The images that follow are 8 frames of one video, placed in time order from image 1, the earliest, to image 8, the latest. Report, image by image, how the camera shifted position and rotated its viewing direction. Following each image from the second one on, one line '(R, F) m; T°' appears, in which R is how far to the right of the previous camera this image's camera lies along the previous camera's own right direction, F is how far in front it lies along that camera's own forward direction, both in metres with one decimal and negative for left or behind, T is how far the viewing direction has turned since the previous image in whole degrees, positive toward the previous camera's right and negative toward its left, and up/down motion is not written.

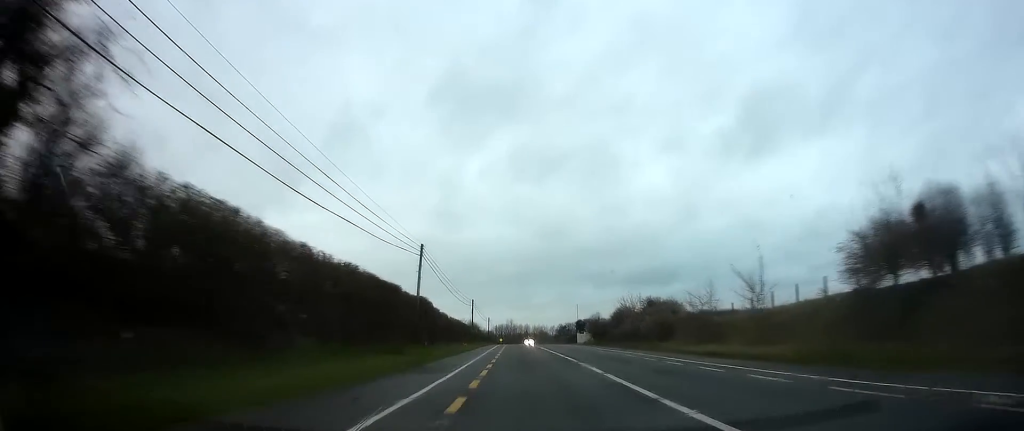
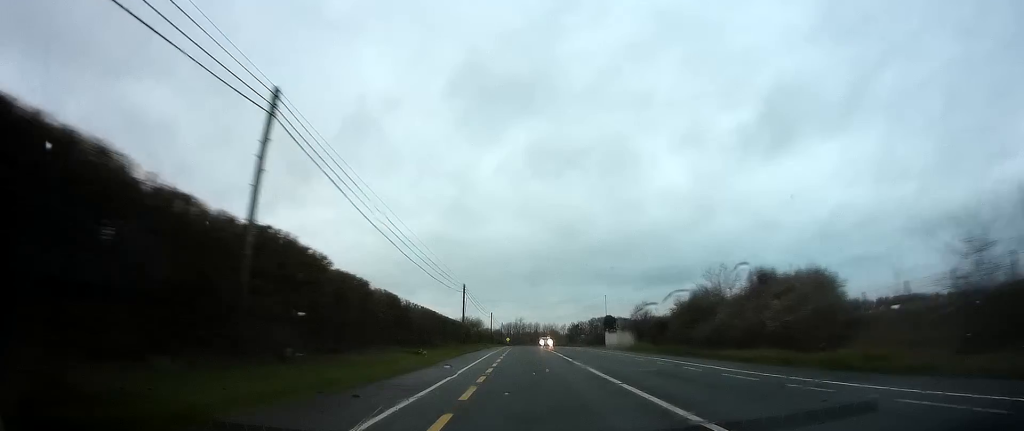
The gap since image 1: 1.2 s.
(-0.1, +26.8) m; -1°
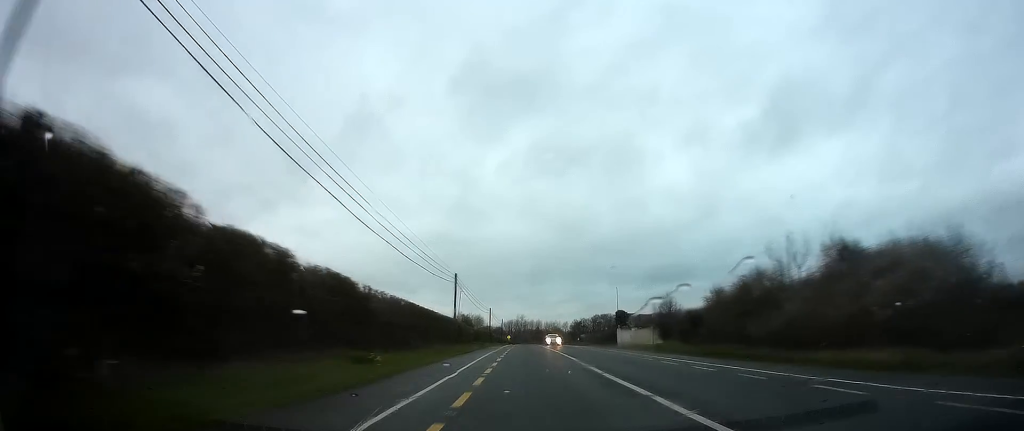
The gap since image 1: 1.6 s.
(0.0, +9.1) m; 0°
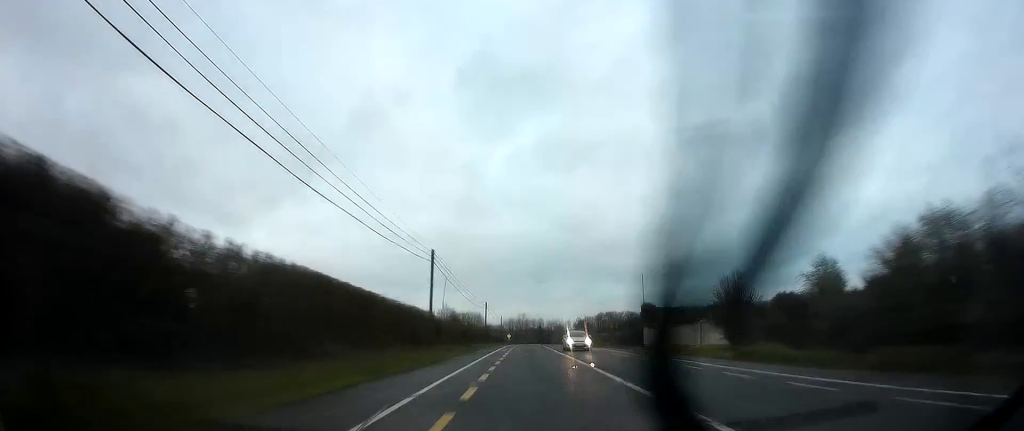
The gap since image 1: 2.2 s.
(-0.1, +15.2) m; 0°
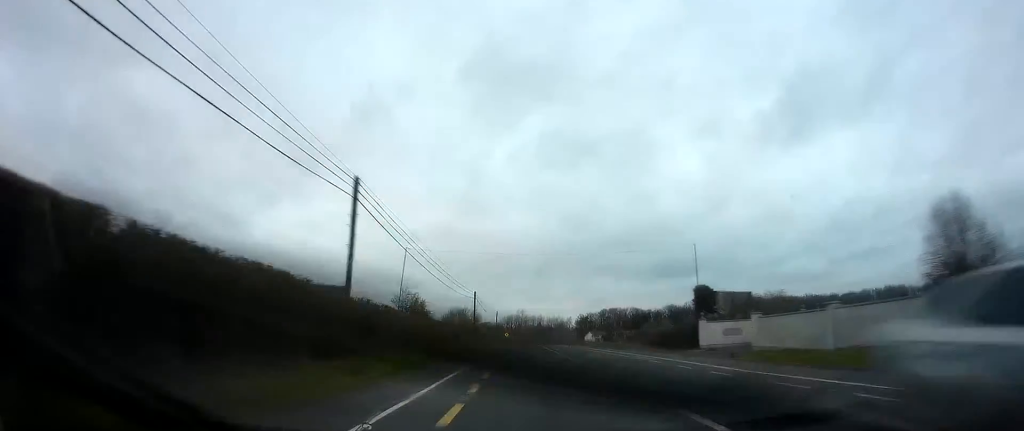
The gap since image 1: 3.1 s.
(-0.1, +18.9) m; 0°
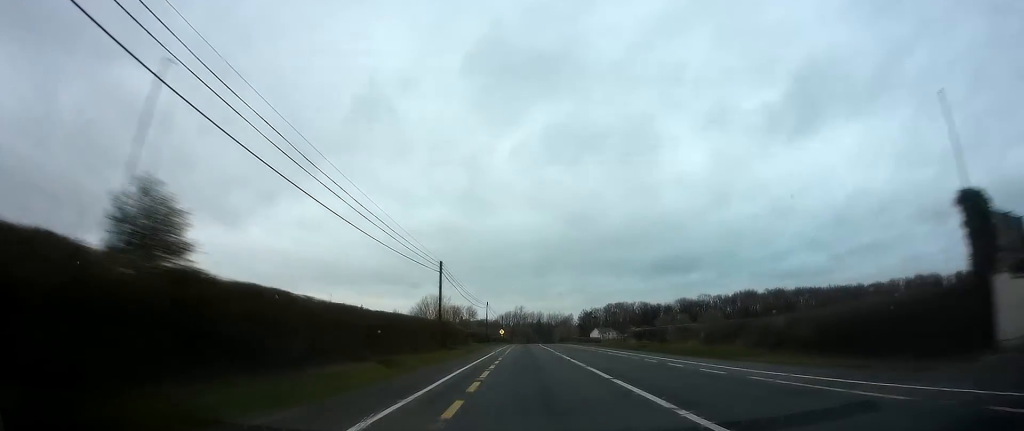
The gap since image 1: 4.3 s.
(+0.1, +27.6) m; 0°
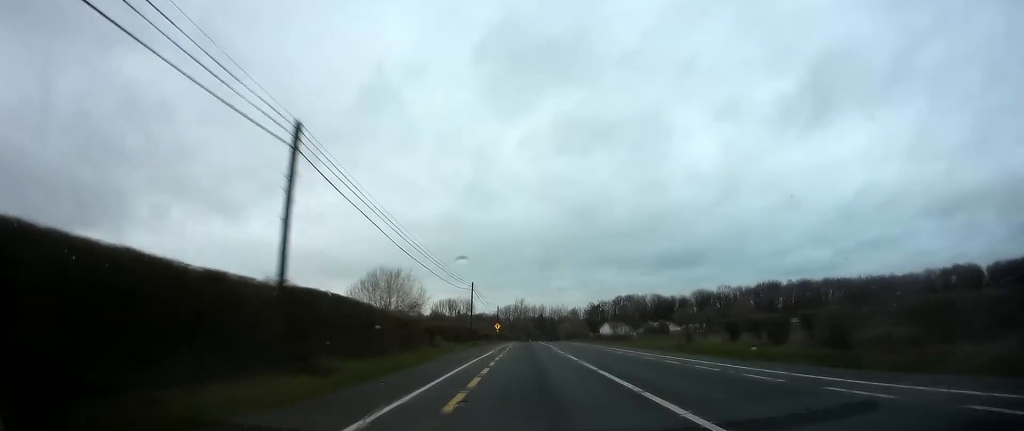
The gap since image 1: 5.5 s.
(-0.1, +27.9) m; 0°
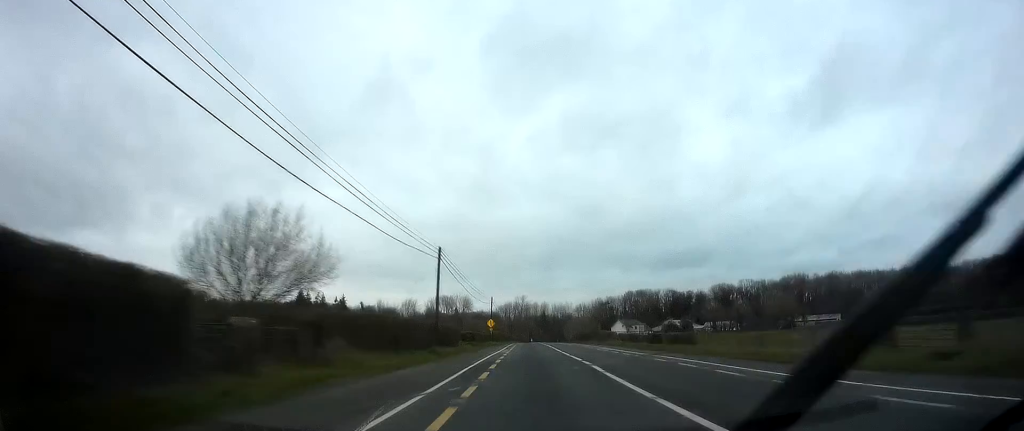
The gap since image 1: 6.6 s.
(+0.1, +25.6) m; 0°
